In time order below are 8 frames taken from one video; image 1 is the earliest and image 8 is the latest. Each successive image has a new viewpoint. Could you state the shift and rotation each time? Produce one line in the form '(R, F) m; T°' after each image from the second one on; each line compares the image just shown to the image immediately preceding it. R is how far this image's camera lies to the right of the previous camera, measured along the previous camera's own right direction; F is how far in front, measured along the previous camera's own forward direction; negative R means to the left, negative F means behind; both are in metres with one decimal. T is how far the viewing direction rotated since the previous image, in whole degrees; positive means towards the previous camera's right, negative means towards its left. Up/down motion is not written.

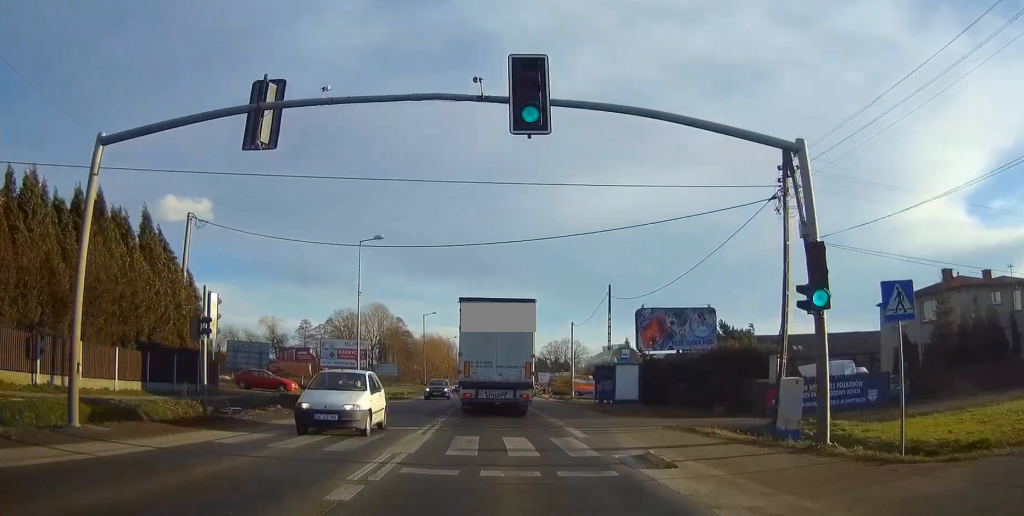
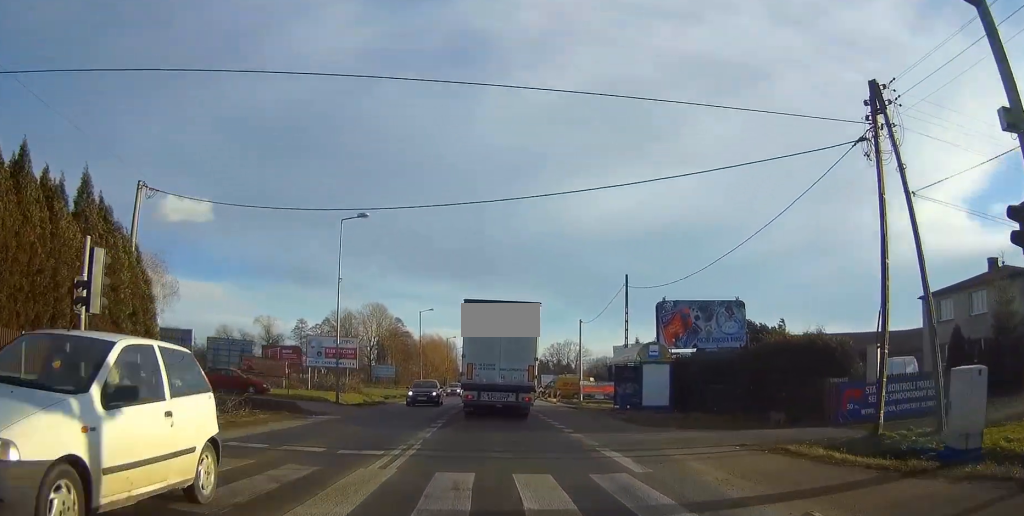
(0.0, +6.0) m; 0°
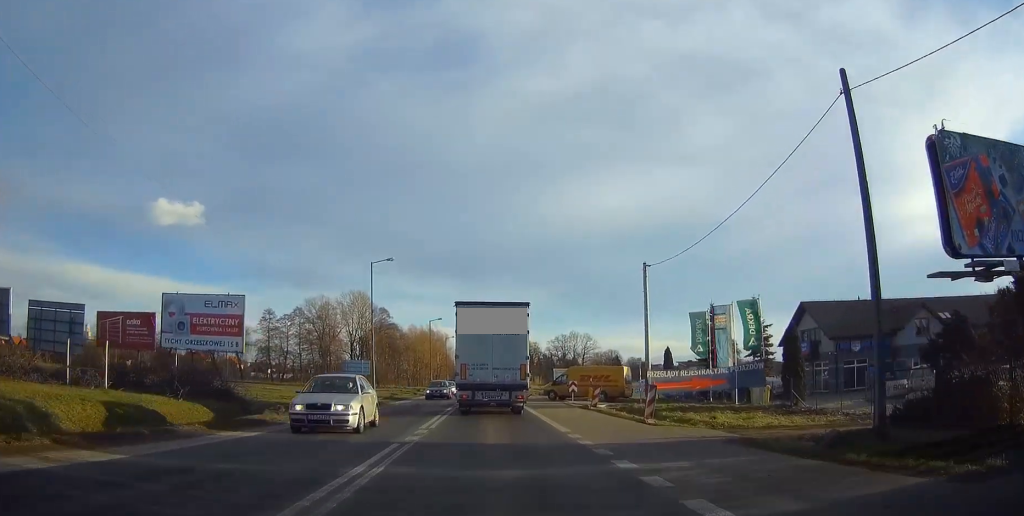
(0.0, +30.6) m; 0°
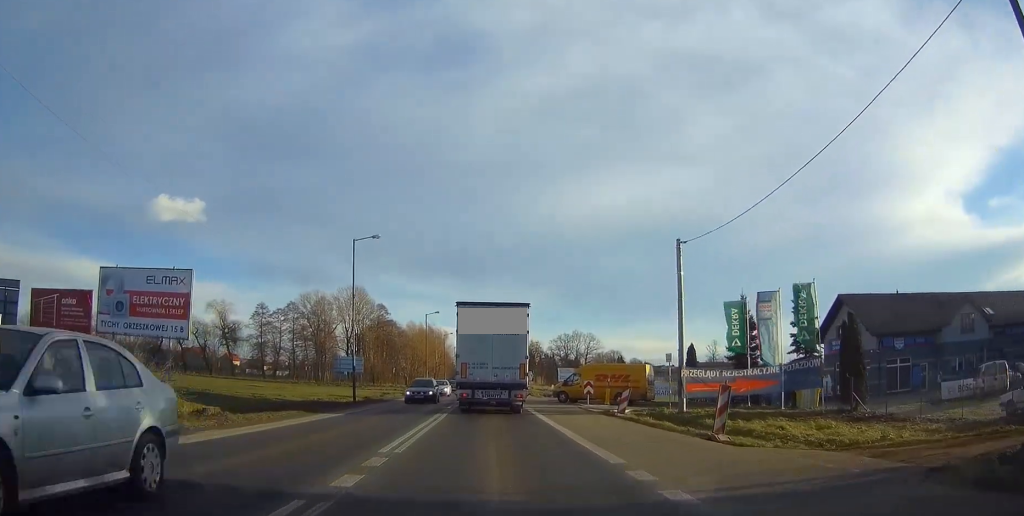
(0.0, +7.1) m; 0°
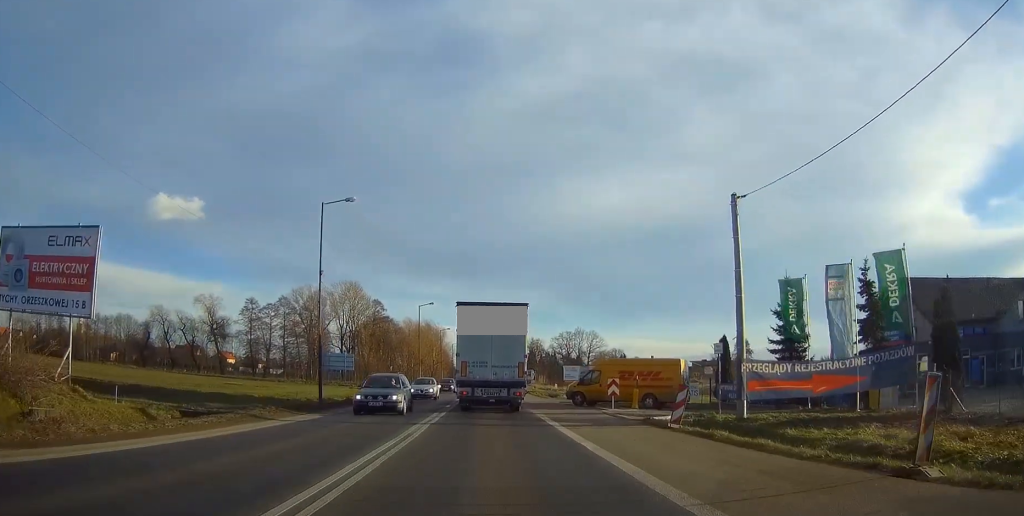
(-0.1, +8.1) m; 0°
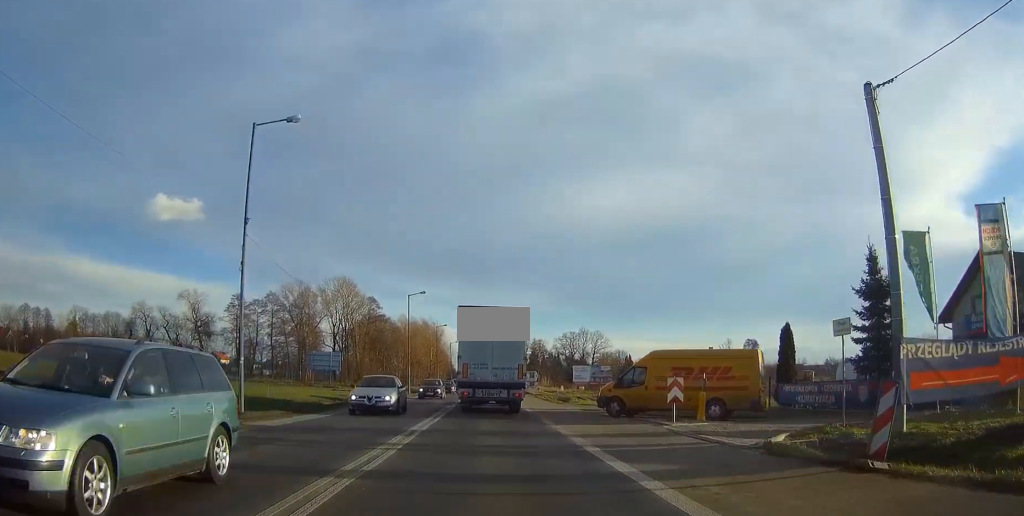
(0.0, +10.7) m; 0°
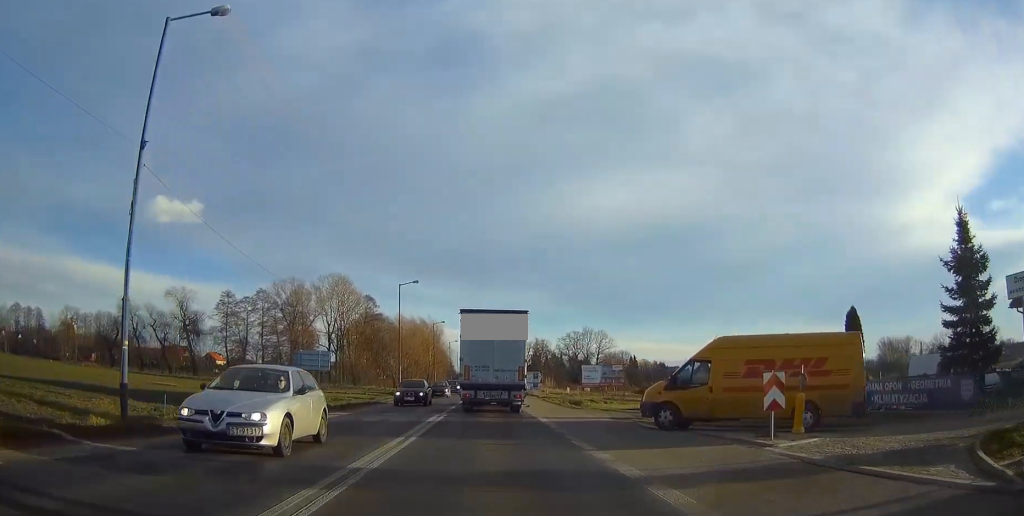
(+0.1, +7.6) m; 0°
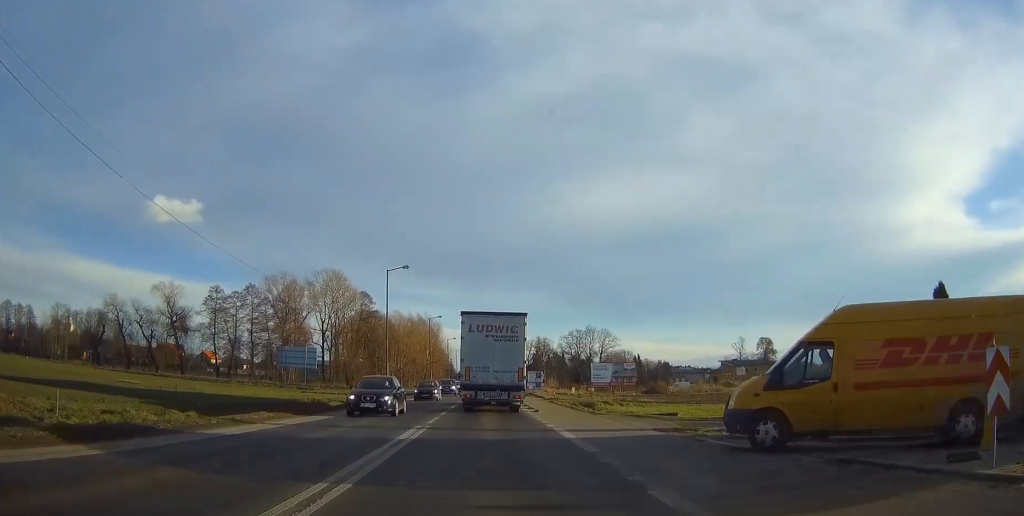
(0.0, +7.2) m; 0°
